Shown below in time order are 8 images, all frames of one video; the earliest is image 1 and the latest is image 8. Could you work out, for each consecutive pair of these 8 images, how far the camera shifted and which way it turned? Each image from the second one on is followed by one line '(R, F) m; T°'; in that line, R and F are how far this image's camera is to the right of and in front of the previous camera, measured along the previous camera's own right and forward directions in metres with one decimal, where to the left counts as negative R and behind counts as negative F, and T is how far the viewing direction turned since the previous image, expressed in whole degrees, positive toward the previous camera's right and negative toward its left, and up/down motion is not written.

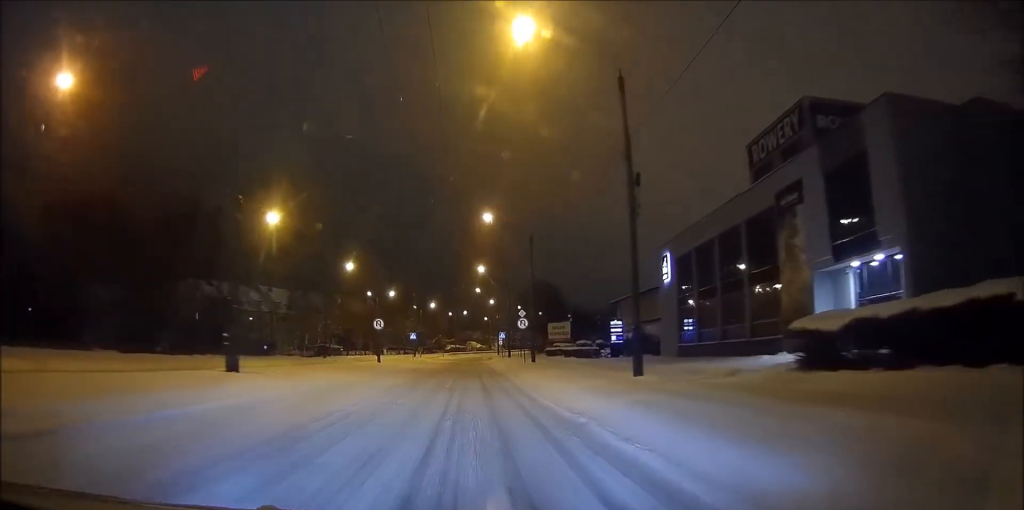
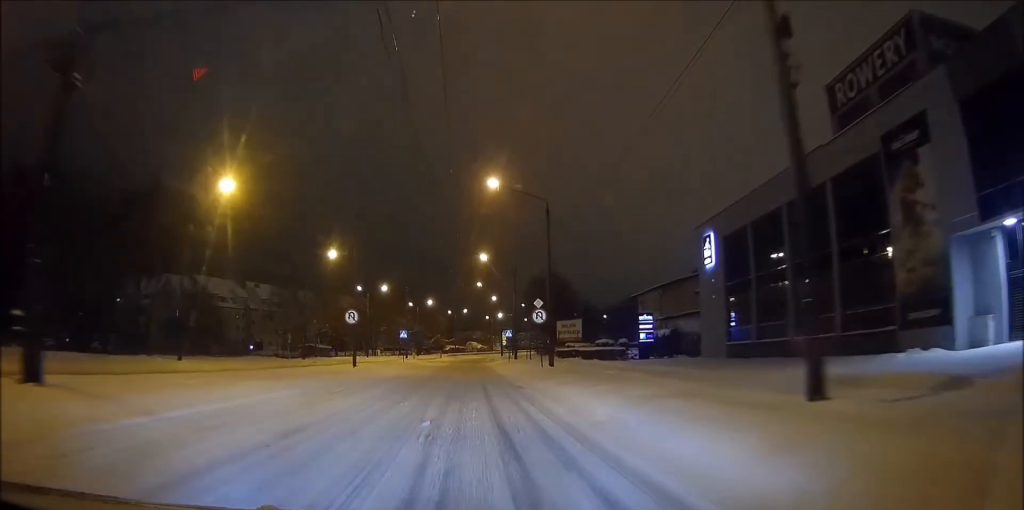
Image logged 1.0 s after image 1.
(-0.1, +10.9) m; -1°
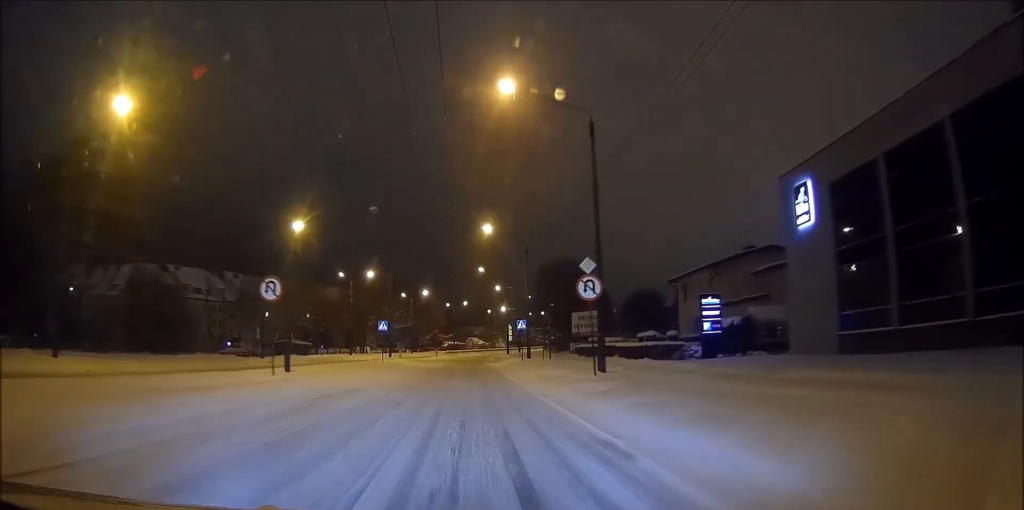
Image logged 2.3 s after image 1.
(0.0, +15.0) m; 0°
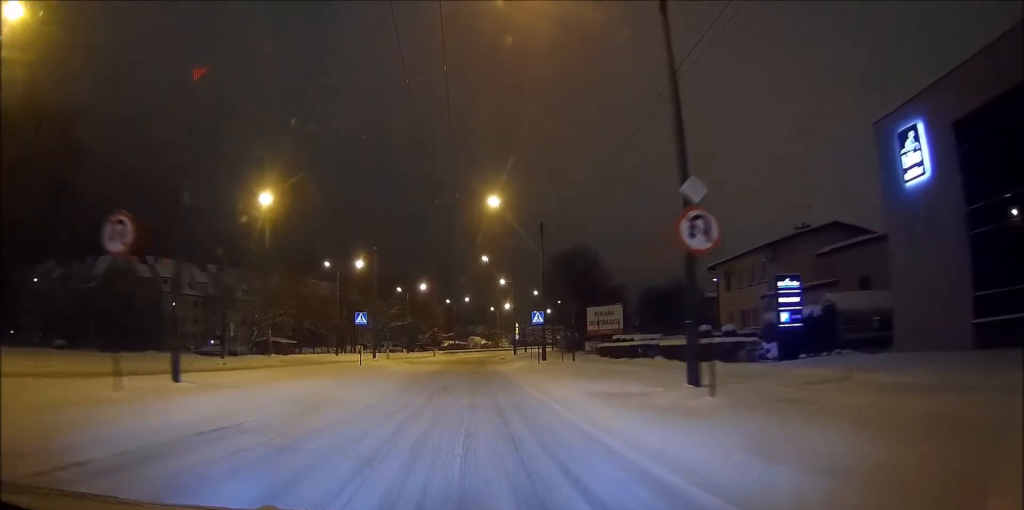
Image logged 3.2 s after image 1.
(-0.1, +10.1) m; 0°
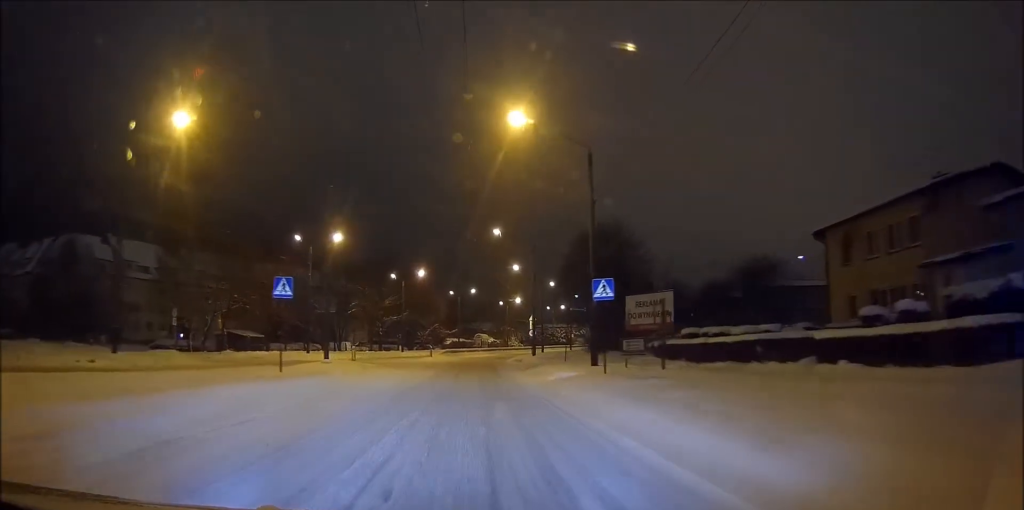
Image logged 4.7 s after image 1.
(+0.2, +16.5) m; +1°
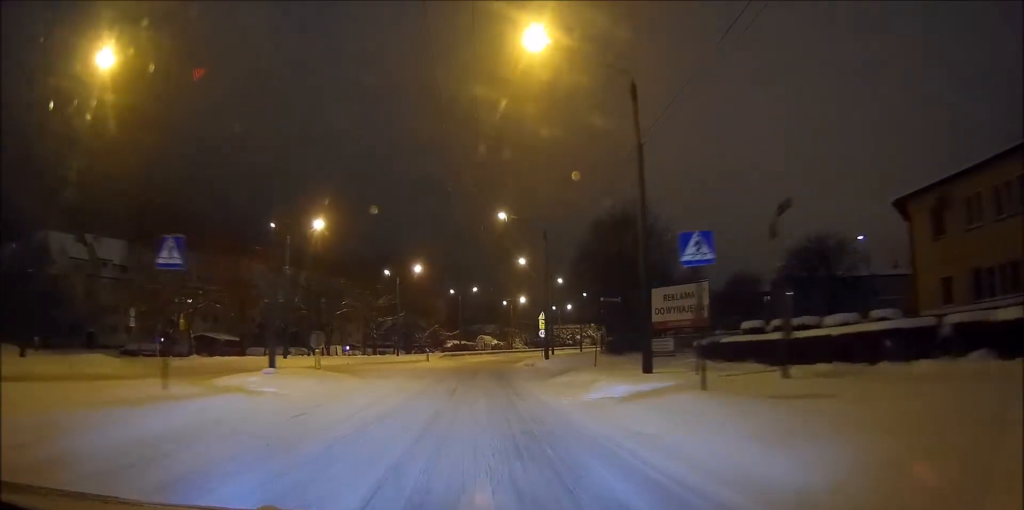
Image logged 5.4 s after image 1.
(0.0, +8.2) m; 0°
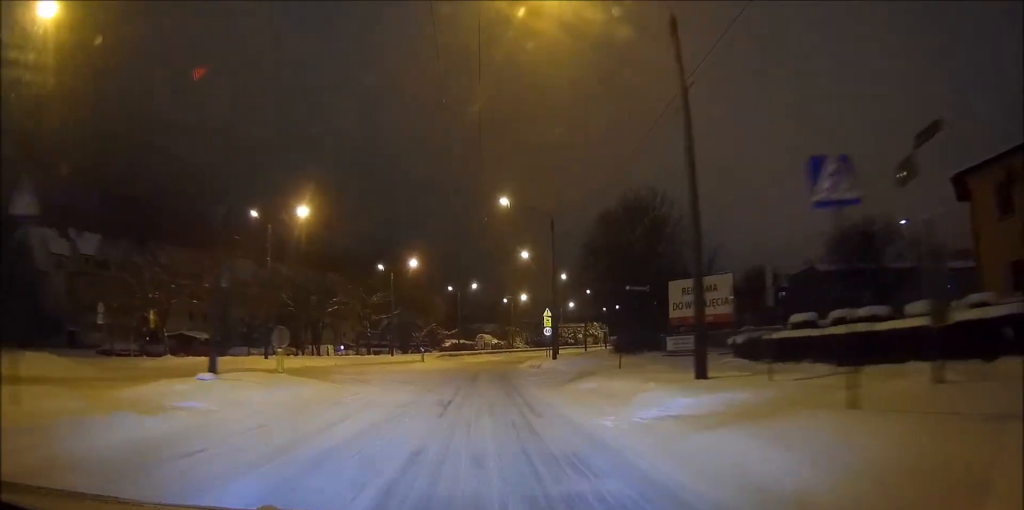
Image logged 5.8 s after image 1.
(0.0, +4.9) m; 0°
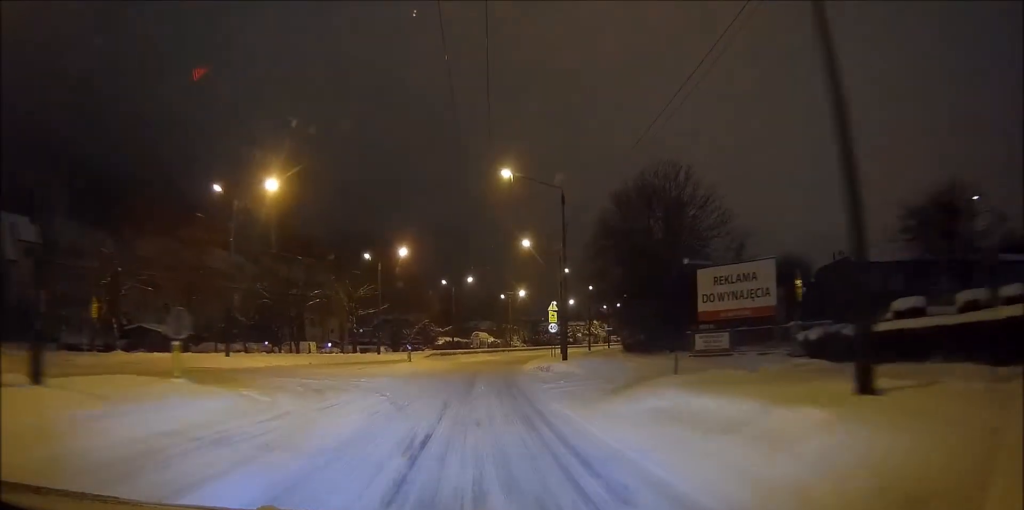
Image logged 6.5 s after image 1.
(0.0, +7.1) m; 0°
